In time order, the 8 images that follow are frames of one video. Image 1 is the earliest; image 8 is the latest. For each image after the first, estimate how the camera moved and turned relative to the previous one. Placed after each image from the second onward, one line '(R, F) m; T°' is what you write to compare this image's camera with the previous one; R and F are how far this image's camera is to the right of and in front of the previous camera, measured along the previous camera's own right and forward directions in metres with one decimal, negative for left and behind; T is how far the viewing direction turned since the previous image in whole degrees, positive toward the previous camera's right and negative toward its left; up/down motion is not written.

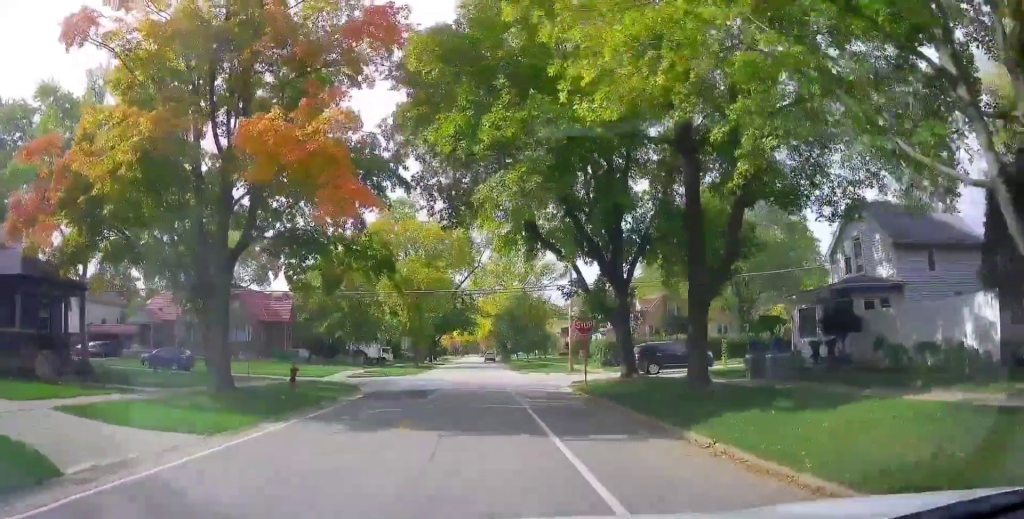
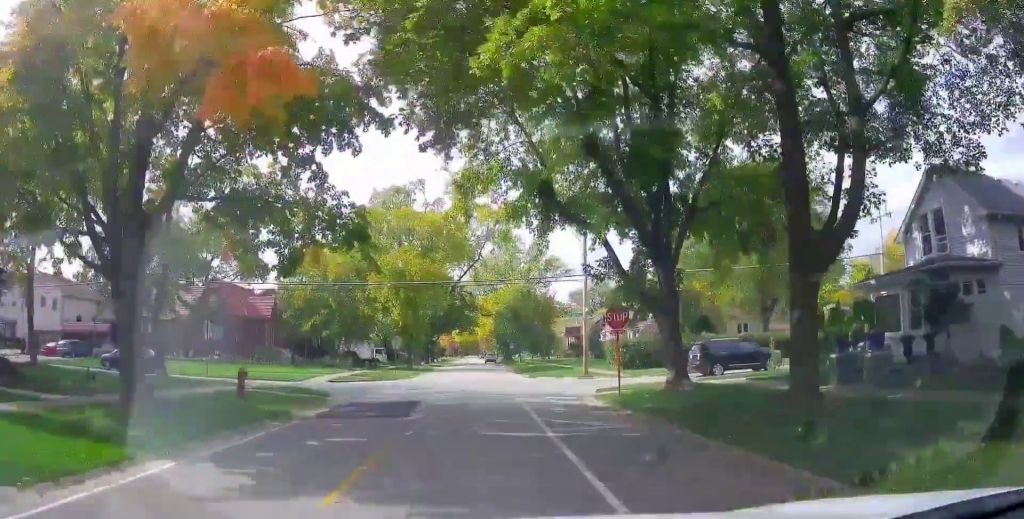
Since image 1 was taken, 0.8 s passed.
(0.0, +5.4) m; 0°
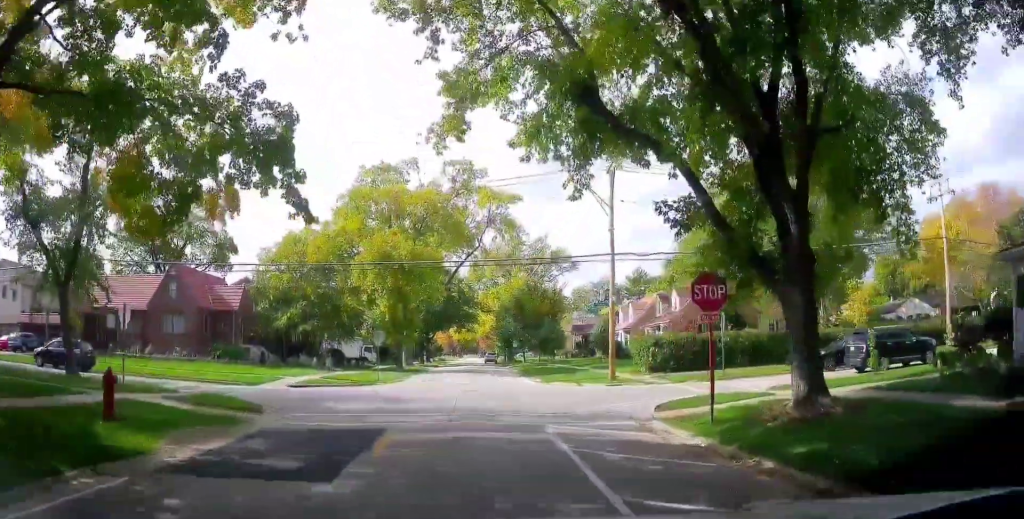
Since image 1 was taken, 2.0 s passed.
(0.0, +7.2) m; +2°
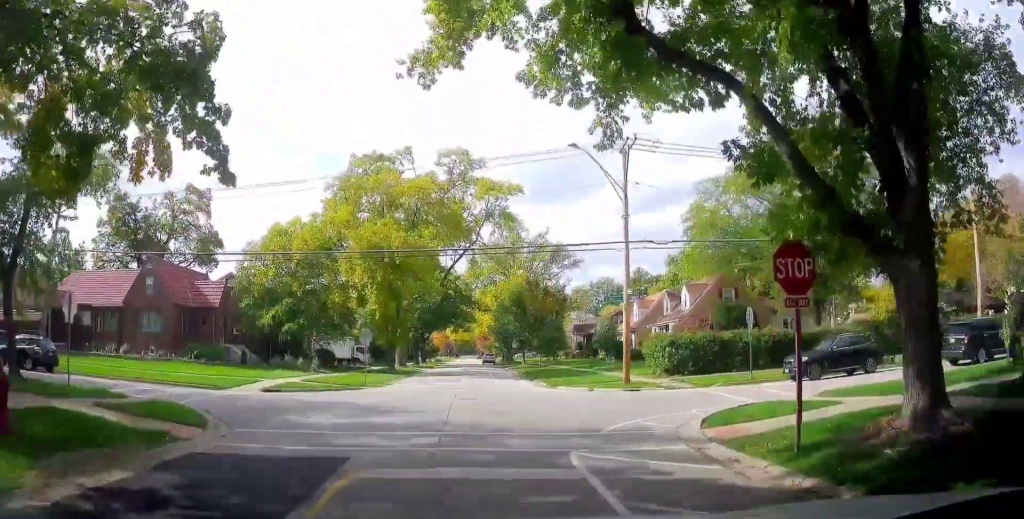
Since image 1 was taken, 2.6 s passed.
(+0.1, +3.7) m; +2°
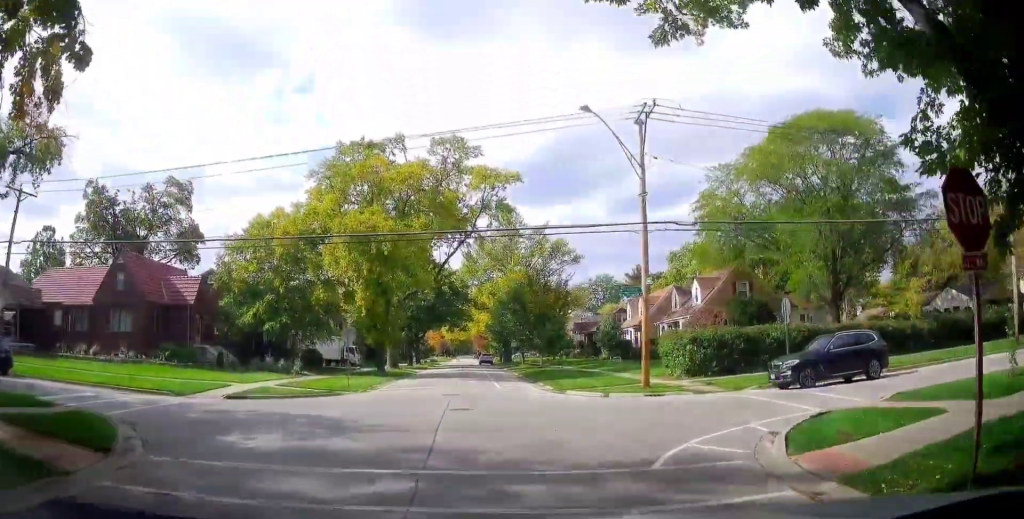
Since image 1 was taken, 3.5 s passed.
(+0.1, +4.7) m; +2°
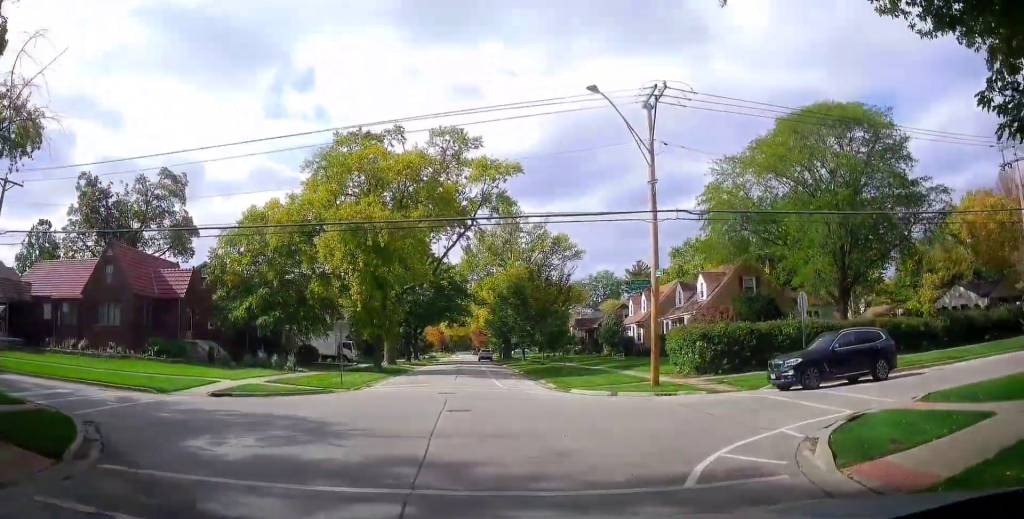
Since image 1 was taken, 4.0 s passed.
(0.0, +2.1) m; 0°
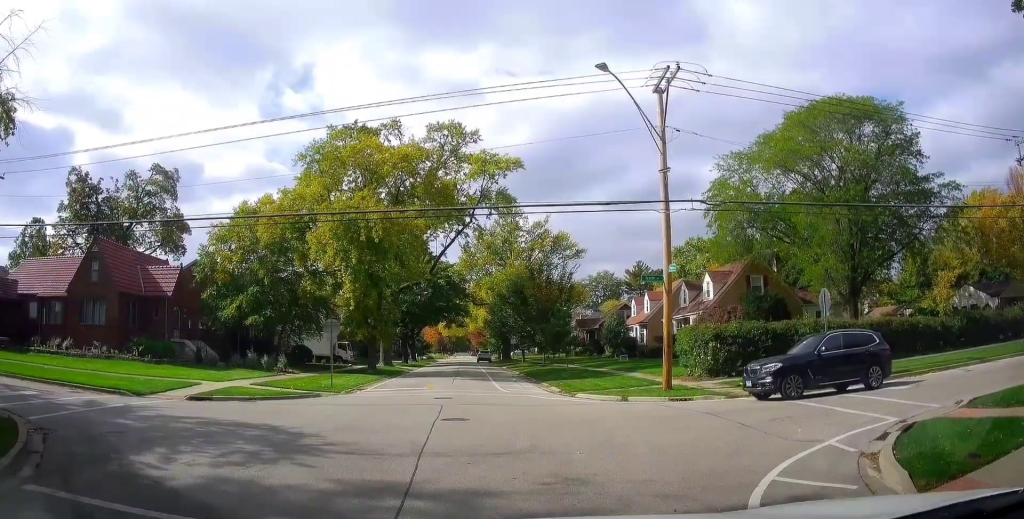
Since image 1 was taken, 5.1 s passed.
(0.0, +3.9) m; 0°
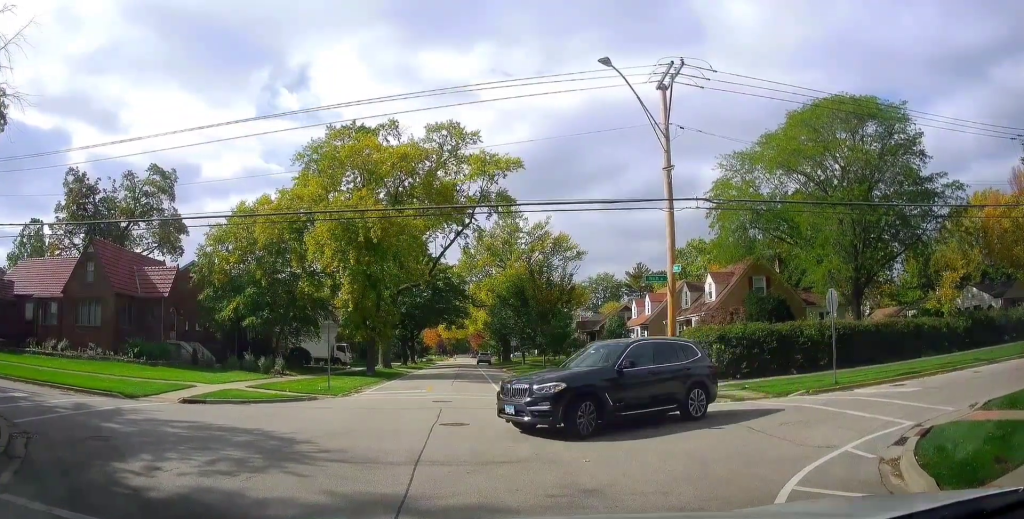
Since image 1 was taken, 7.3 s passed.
(0.0, +2.7) m; 0°
